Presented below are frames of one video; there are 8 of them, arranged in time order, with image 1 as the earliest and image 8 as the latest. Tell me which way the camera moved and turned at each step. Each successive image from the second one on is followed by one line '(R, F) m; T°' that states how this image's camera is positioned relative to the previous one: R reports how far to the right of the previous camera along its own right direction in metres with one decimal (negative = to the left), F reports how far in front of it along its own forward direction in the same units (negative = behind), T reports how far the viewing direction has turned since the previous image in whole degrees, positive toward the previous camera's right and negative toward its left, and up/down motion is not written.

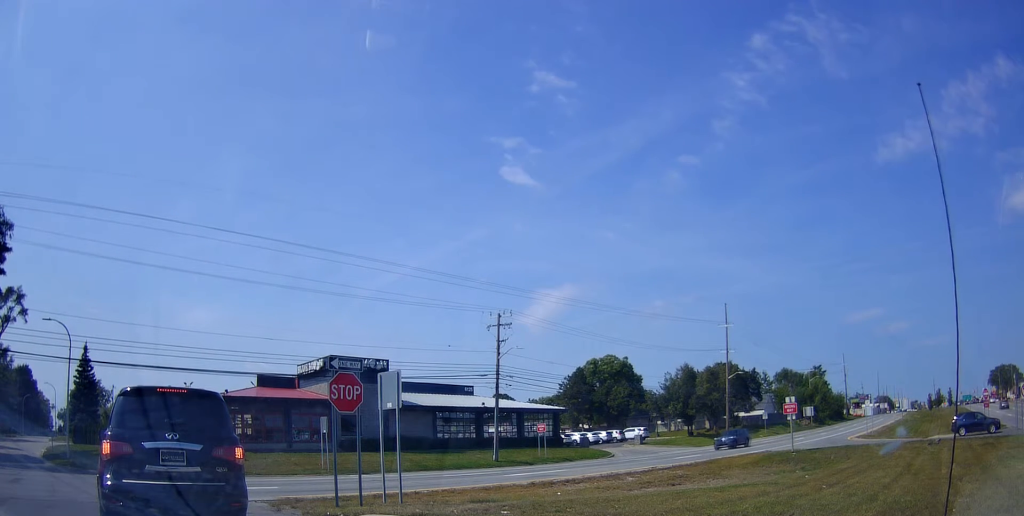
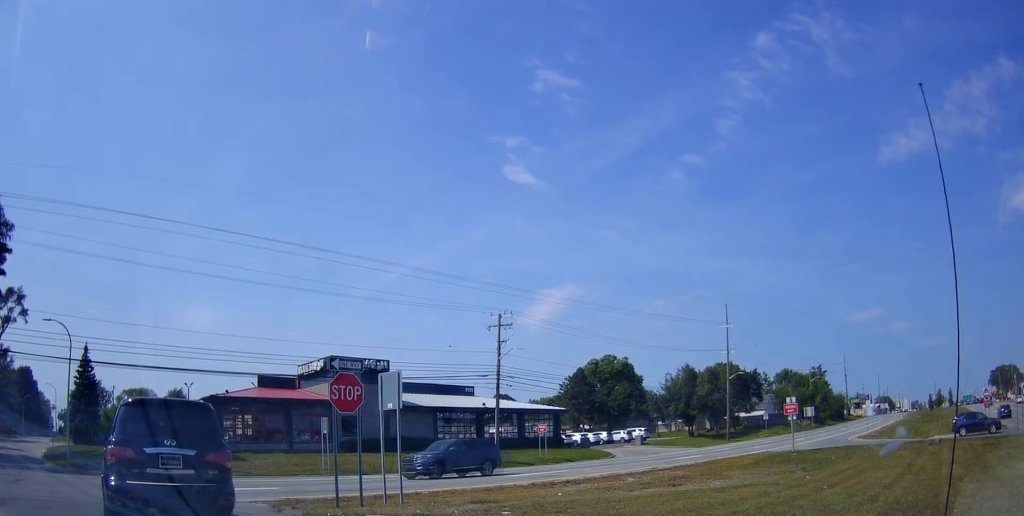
(-0.1, +0.4) m; 0°
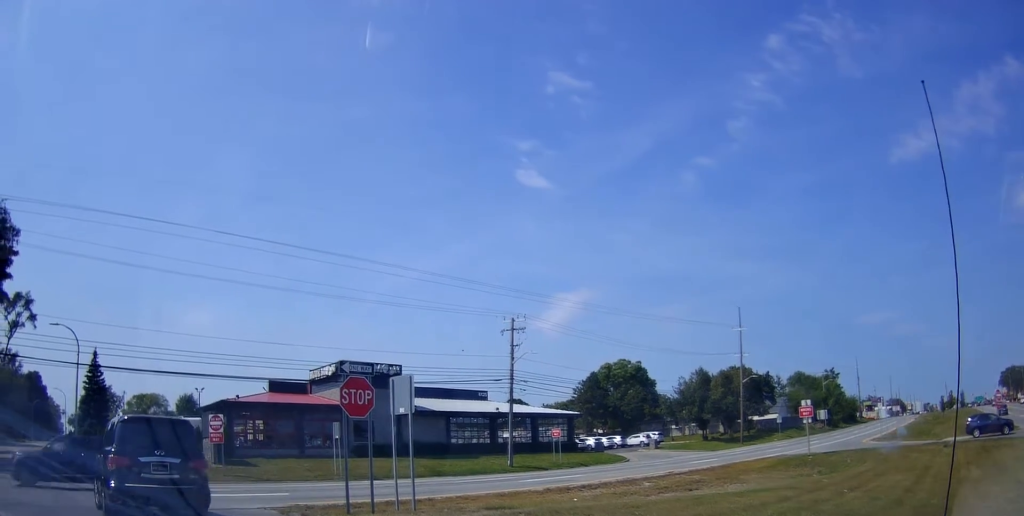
(0.0, +0.3) m; 0°
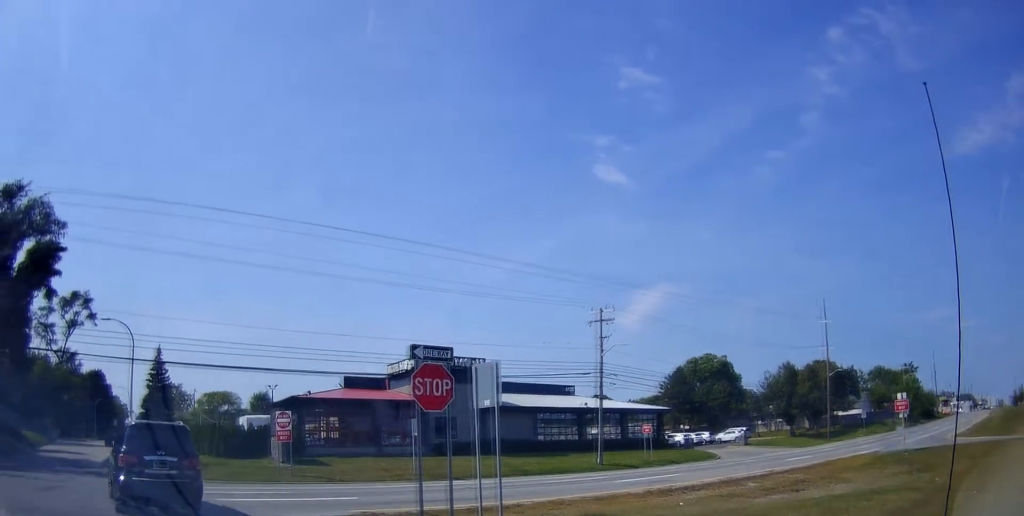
(0.0, +0.3) m; 0°
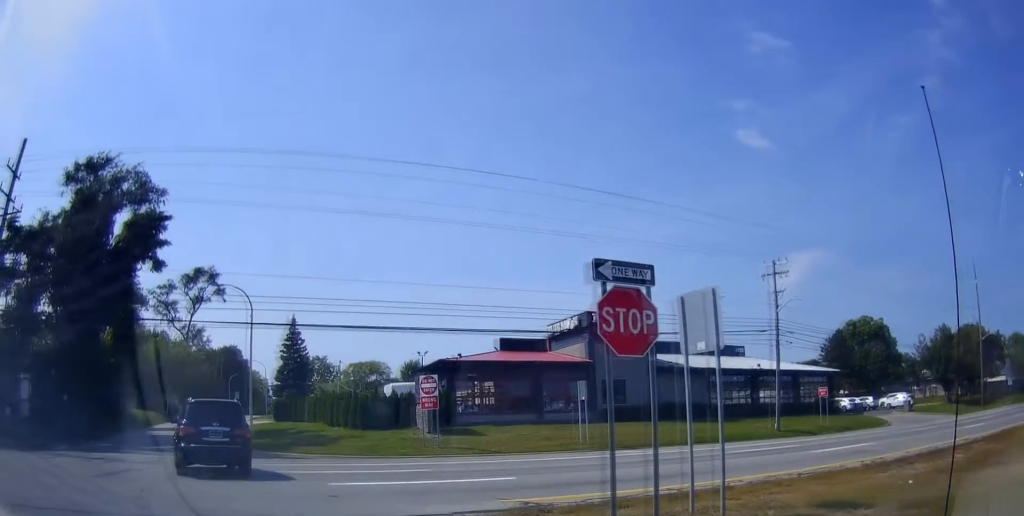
(0.0, +1.7) m; -6°
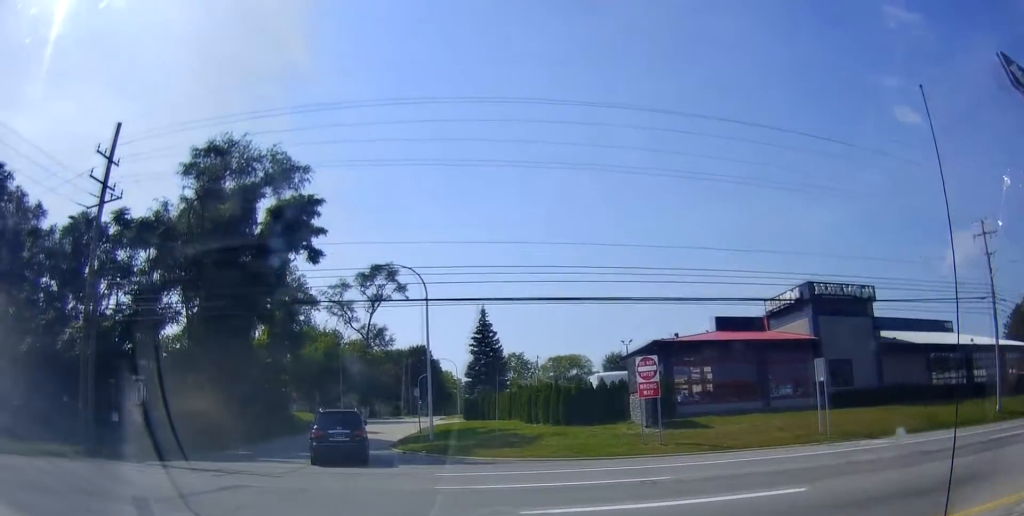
(-0.3, +4.6) m; -12°
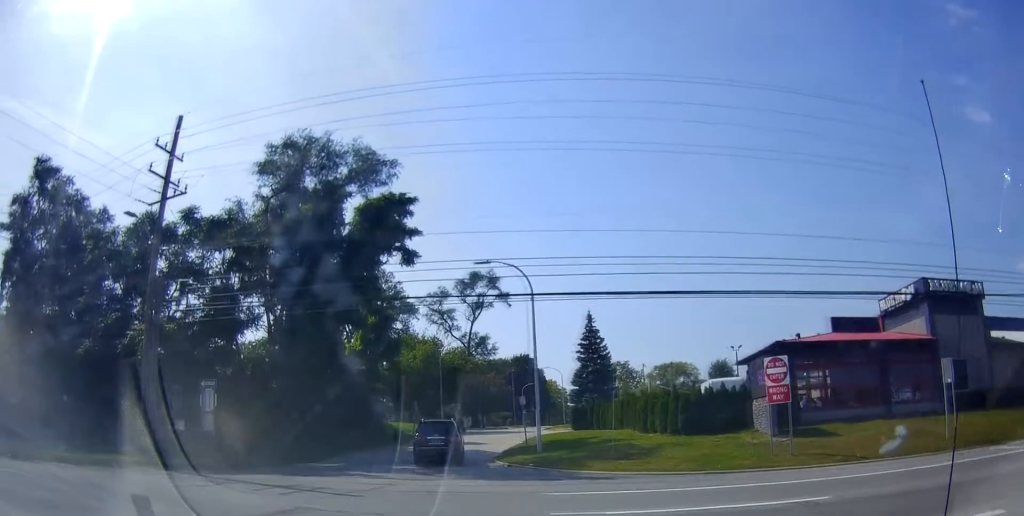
(-0.4, +2.9) m; -10°
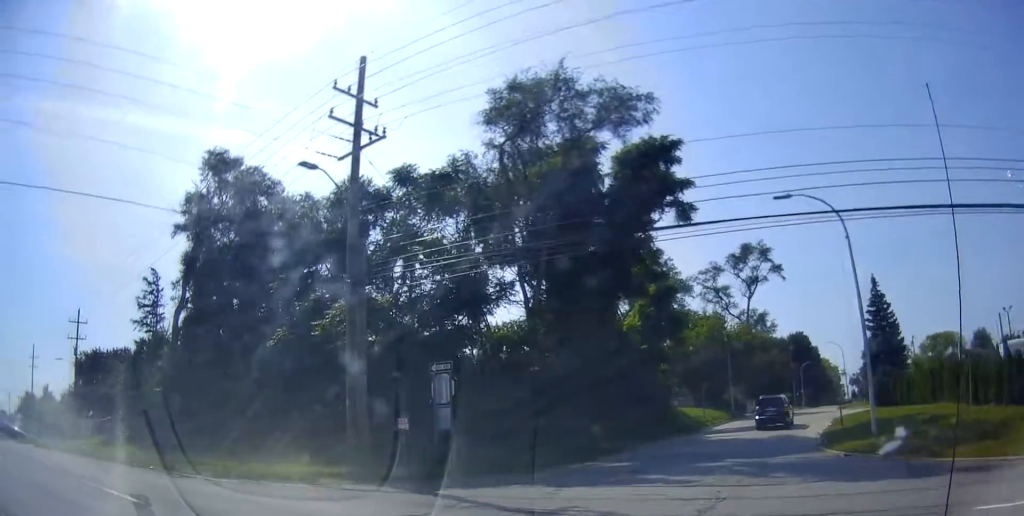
(-0.9, +5.9) m; -22°
